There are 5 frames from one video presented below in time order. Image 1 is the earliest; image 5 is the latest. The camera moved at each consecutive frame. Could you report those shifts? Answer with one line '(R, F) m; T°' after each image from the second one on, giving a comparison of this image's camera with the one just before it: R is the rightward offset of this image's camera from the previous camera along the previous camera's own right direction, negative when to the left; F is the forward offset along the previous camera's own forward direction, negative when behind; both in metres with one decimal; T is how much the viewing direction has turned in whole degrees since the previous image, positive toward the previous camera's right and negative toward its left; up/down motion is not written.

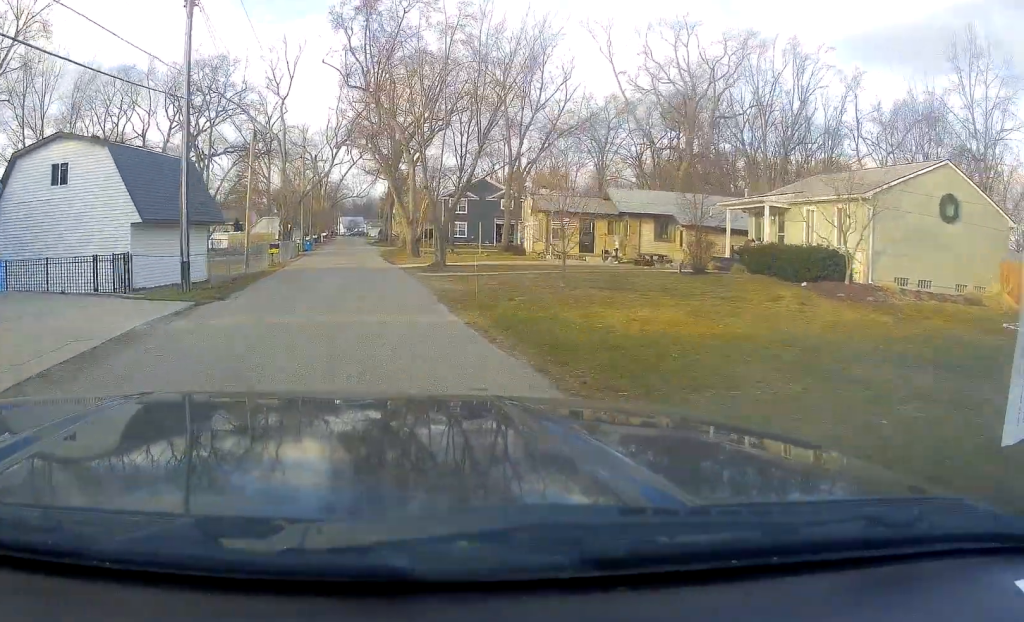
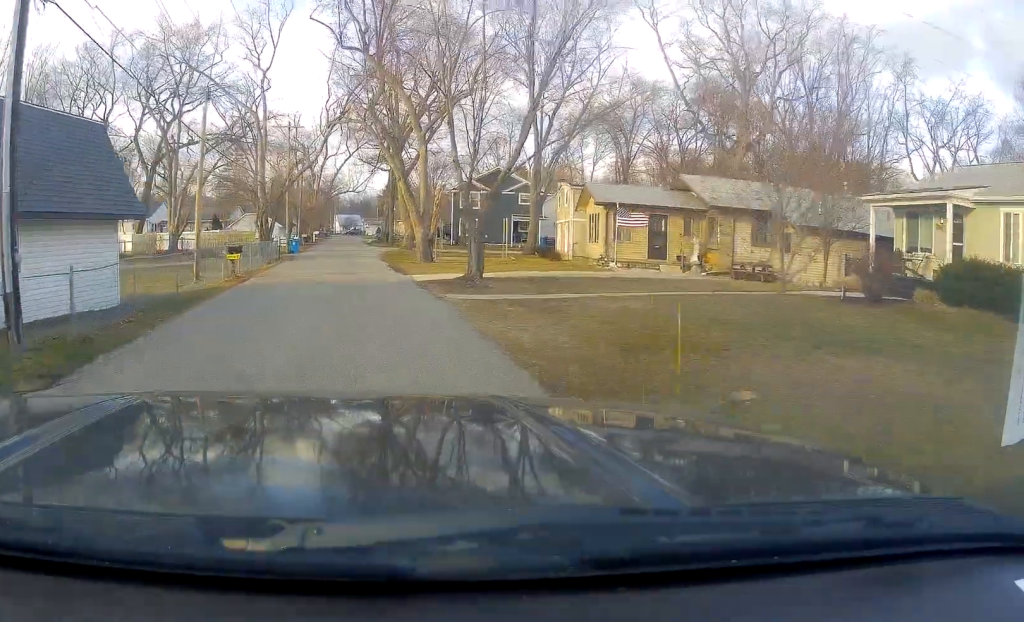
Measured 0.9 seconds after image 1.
(+0.2, +10.6) m; 0°
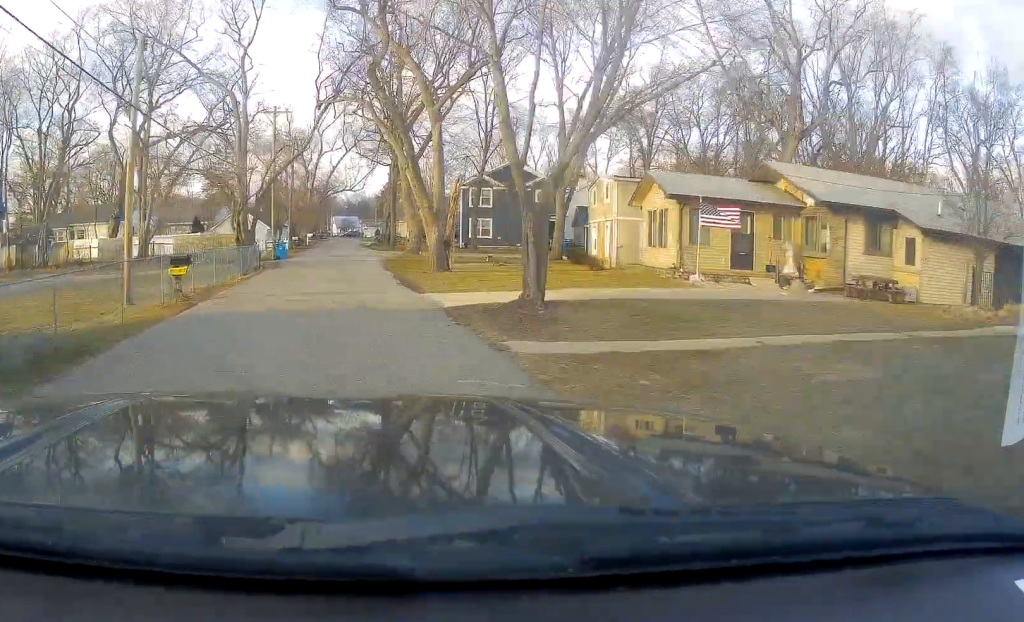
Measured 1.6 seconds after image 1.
(-0.1, +7.9) m; -1°
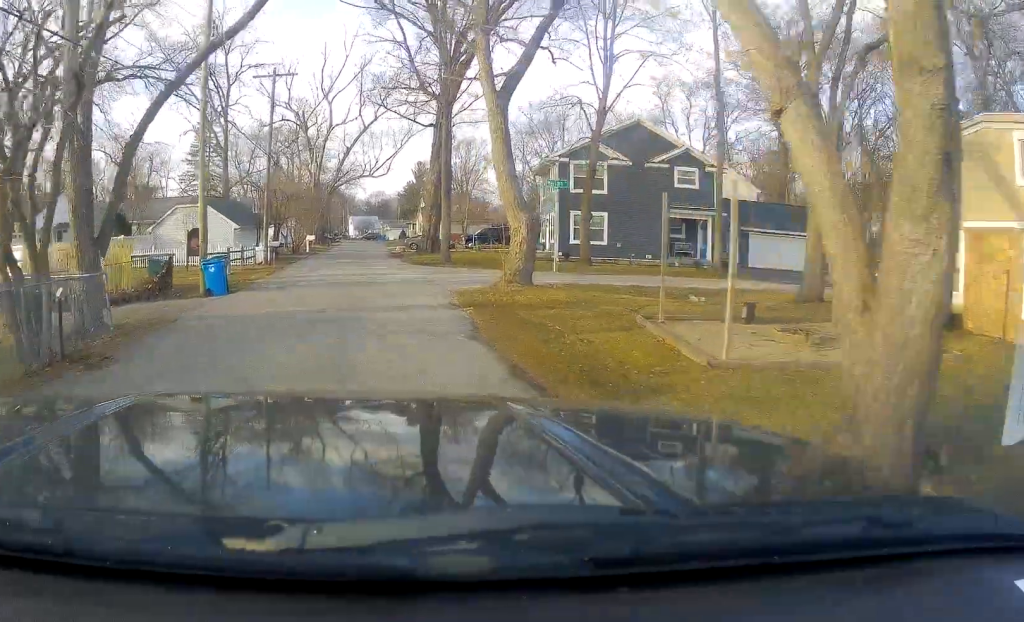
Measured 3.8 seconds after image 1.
(-0.2, +26.7) m; +1°
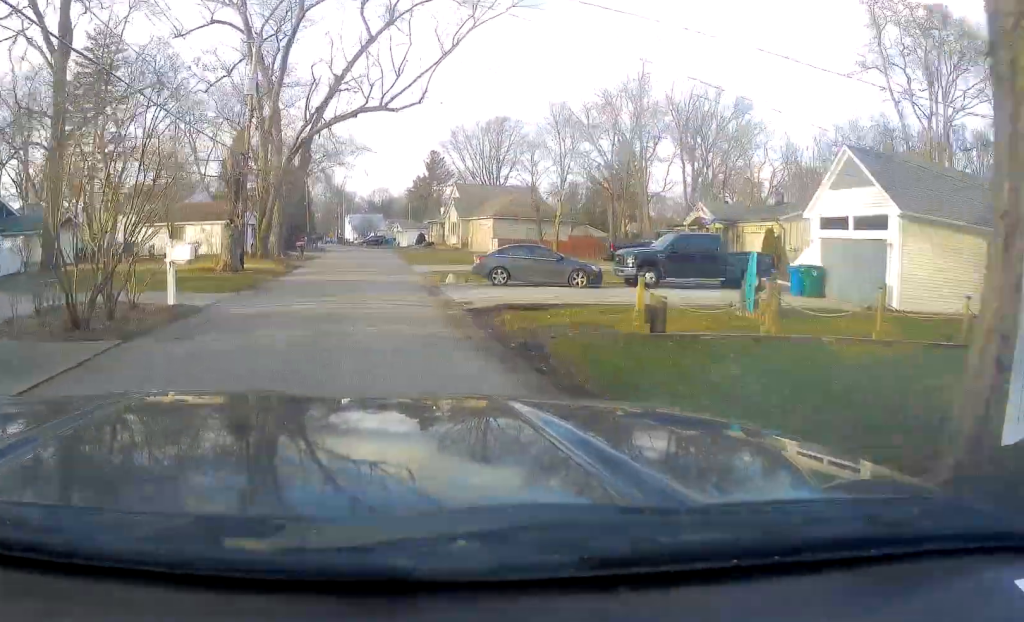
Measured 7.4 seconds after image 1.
(-0.5, +40.3) m; -1°
